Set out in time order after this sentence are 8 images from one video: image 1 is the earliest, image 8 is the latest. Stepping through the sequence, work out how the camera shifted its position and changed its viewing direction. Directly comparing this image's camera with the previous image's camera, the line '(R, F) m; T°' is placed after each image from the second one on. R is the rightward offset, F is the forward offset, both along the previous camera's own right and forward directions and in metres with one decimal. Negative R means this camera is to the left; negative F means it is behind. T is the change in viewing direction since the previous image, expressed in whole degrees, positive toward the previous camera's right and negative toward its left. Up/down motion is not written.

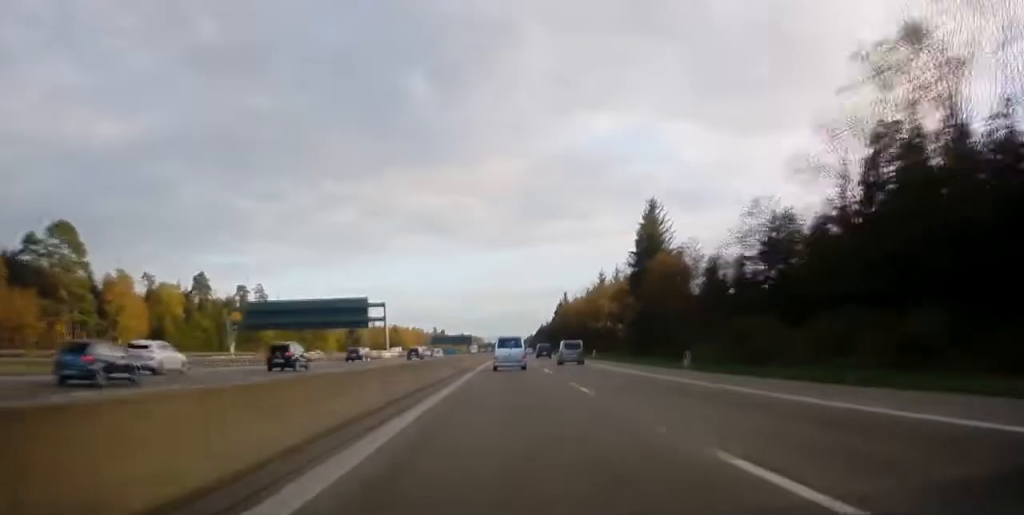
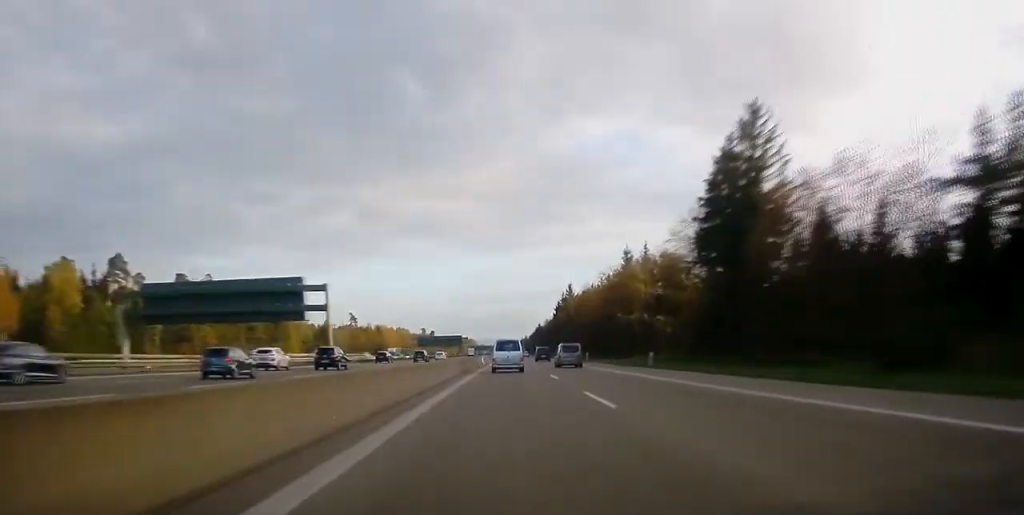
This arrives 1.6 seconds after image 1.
(+0.3, +39.5) m; 0°
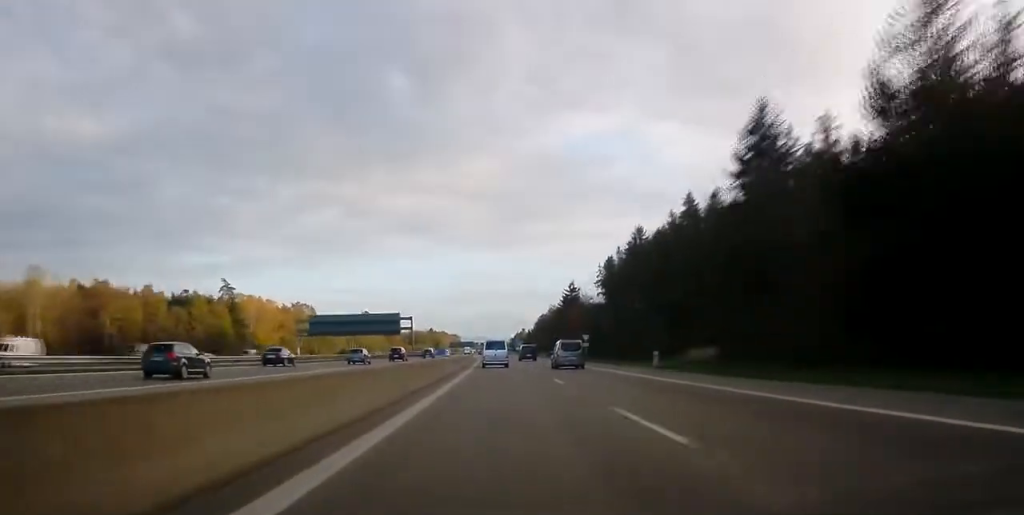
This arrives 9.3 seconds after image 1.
(+1.2, +196.4) m; 0°
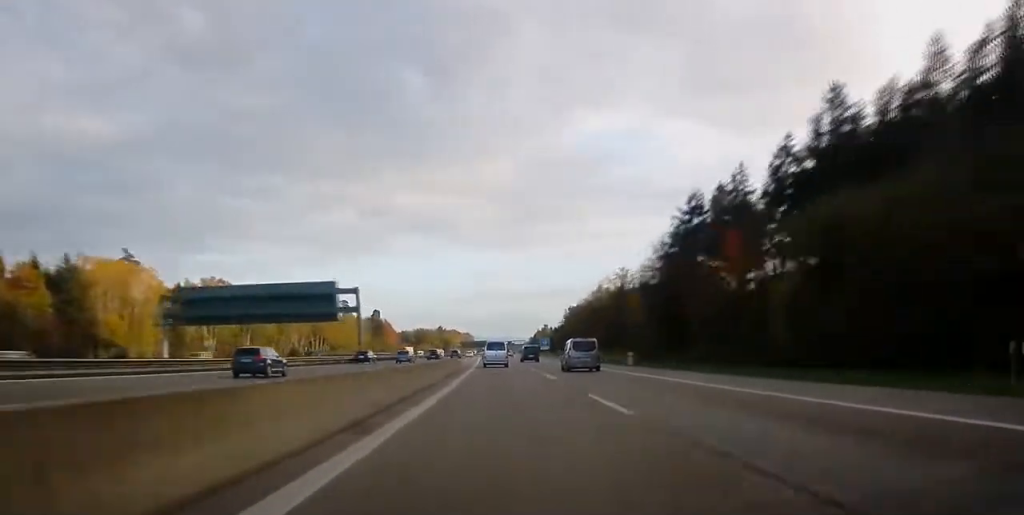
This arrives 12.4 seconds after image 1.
(-0.7, +83.8) m; -1°
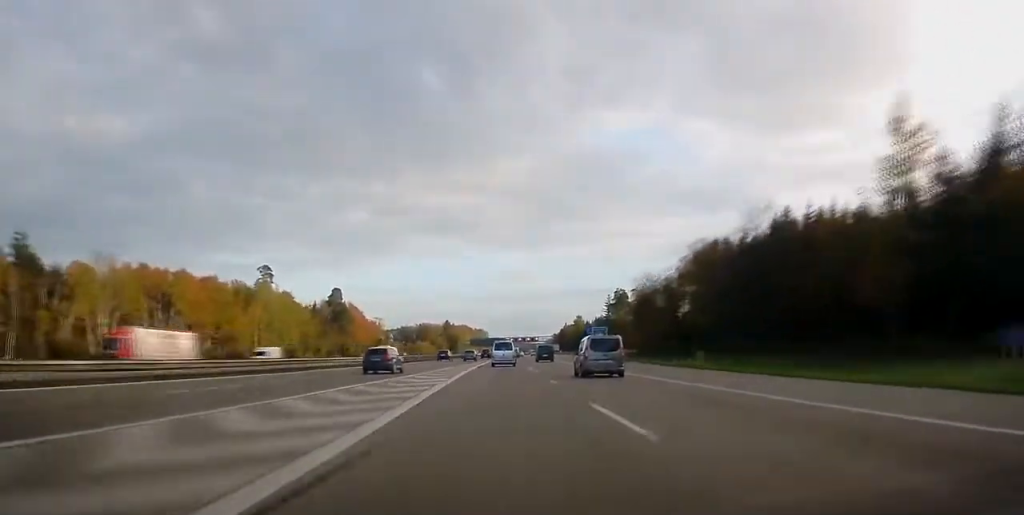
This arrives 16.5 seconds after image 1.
(-0.8, +111.0) m; 0°
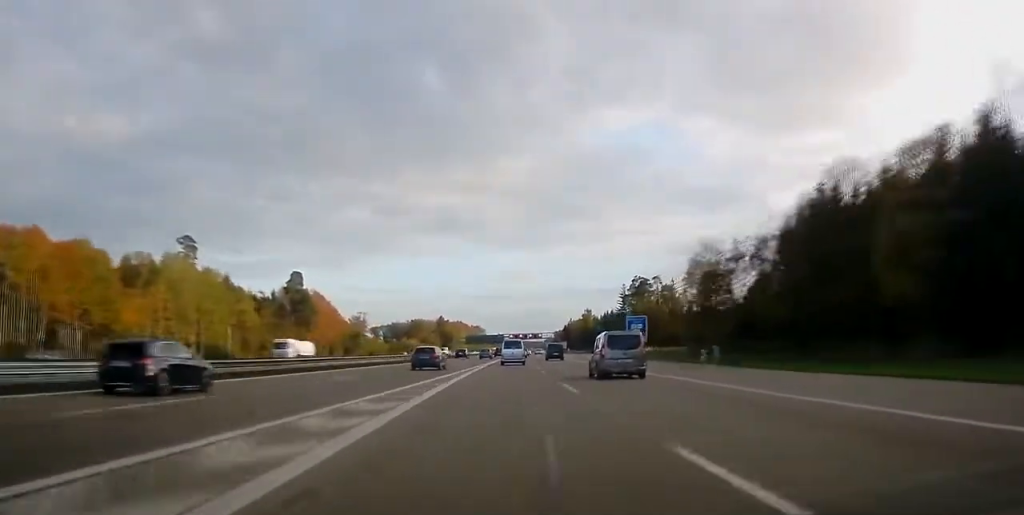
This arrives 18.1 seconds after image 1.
(+0.3, +43.3) m; 0°
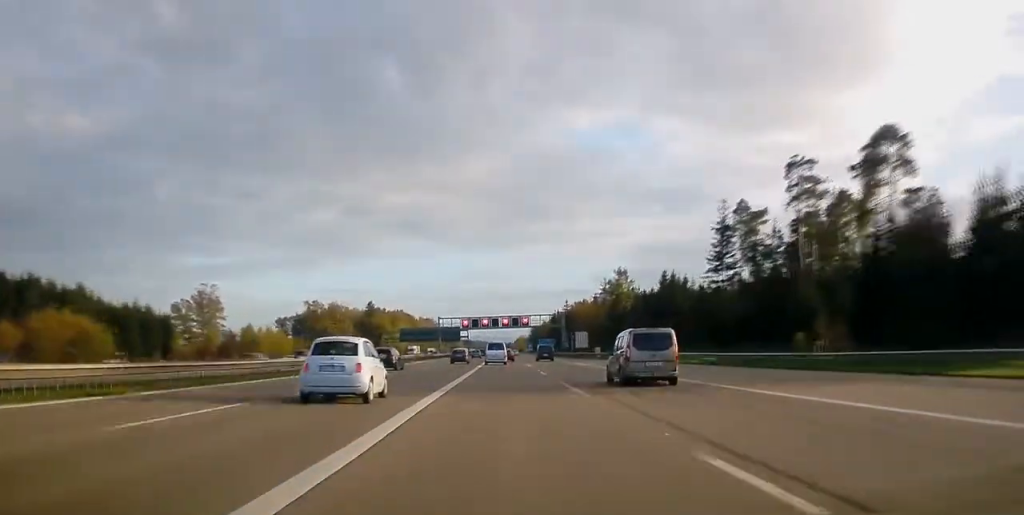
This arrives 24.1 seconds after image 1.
(+2.4, +166.2) m; +1°
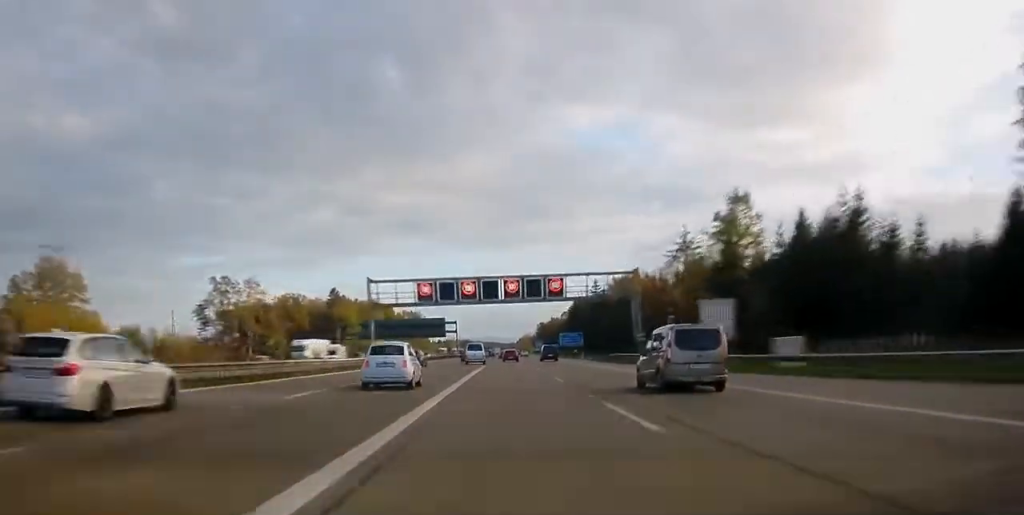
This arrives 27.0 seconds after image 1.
(+0.4, +80.7) m; -1°
